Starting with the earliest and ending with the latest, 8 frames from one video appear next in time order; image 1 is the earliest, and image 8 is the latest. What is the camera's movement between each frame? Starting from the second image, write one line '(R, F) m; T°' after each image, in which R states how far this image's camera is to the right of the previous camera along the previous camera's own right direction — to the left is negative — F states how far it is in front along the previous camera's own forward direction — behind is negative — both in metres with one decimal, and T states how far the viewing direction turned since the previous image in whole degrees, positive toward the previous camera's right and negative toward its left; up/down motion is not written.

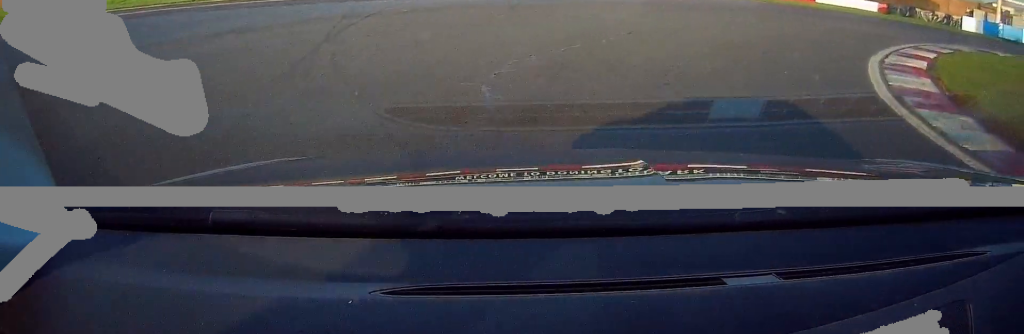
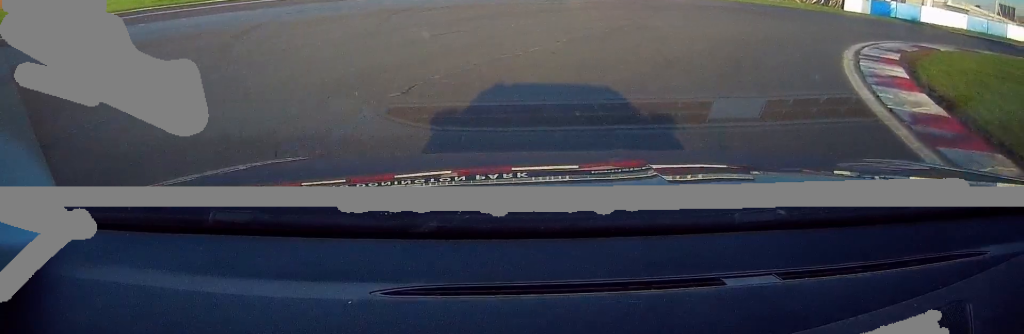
(+0.7, +6.2) m; +16°
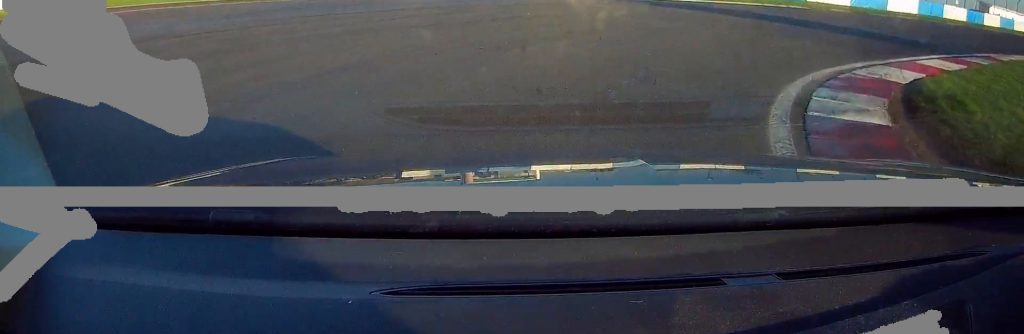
(+5.9, +15.3) m; +41°
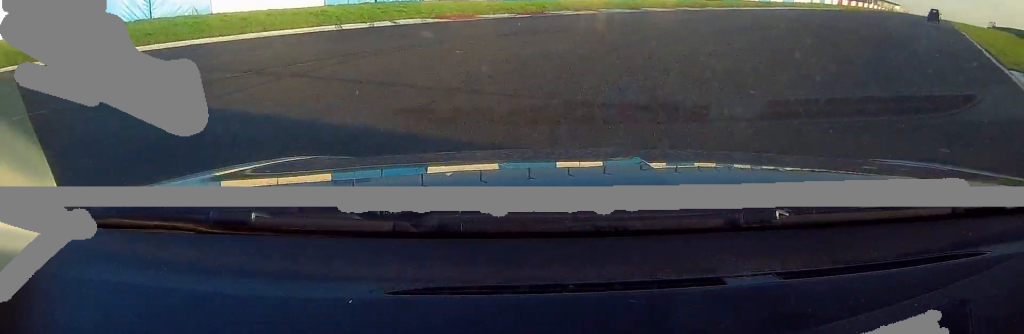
(+5.3, +14.5) m; +35°
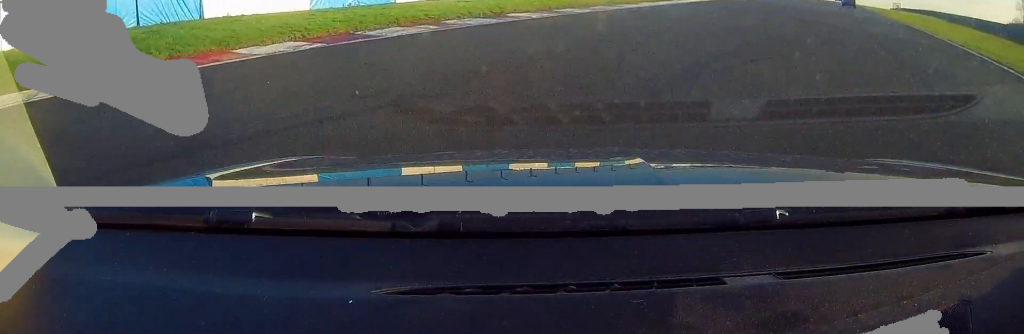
(+0.5, +7.4) m; +12°
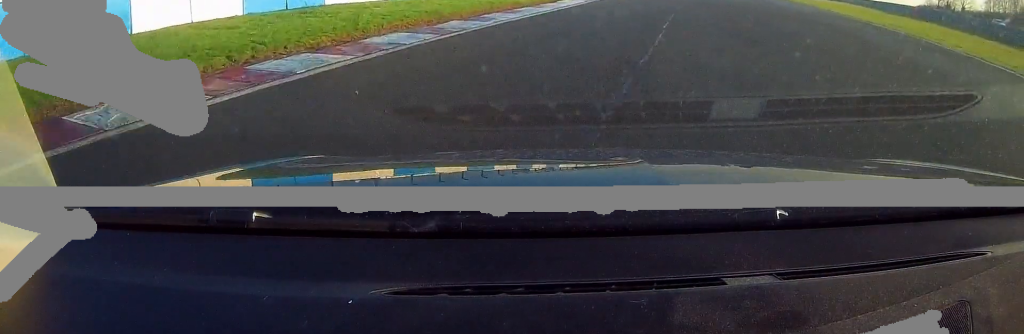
(+1.2, +9.7) m; +11°
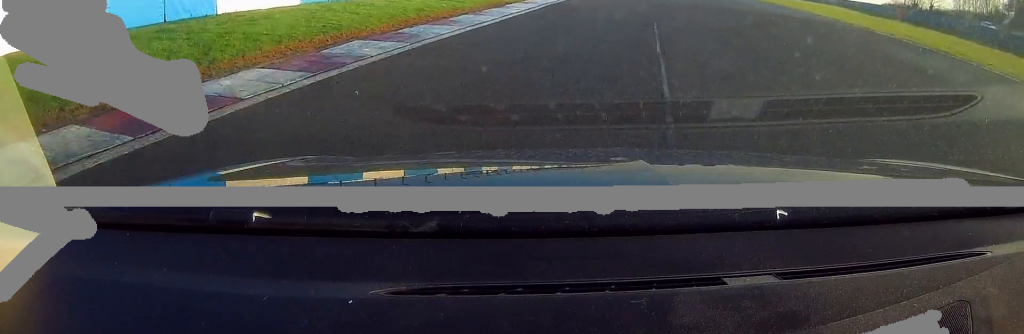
(+0.3, +4.9) m; +3°
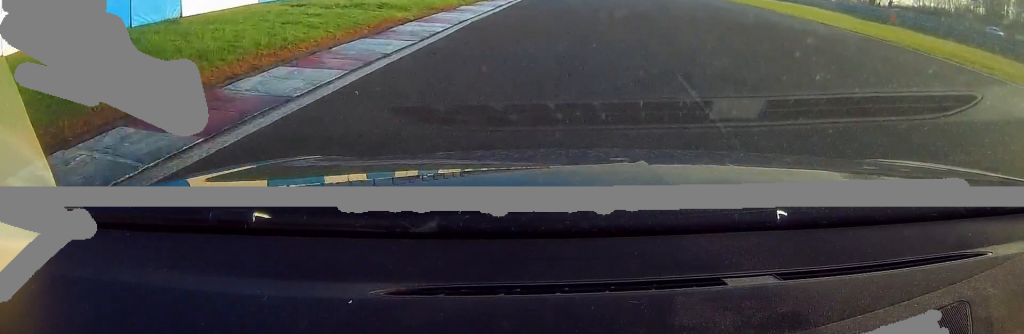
(+0.3, +8.9) m; +5°
